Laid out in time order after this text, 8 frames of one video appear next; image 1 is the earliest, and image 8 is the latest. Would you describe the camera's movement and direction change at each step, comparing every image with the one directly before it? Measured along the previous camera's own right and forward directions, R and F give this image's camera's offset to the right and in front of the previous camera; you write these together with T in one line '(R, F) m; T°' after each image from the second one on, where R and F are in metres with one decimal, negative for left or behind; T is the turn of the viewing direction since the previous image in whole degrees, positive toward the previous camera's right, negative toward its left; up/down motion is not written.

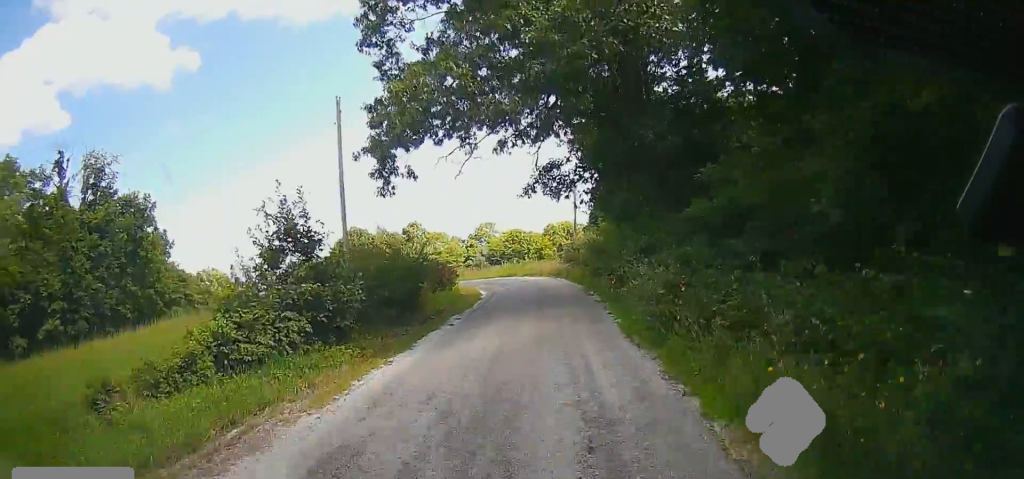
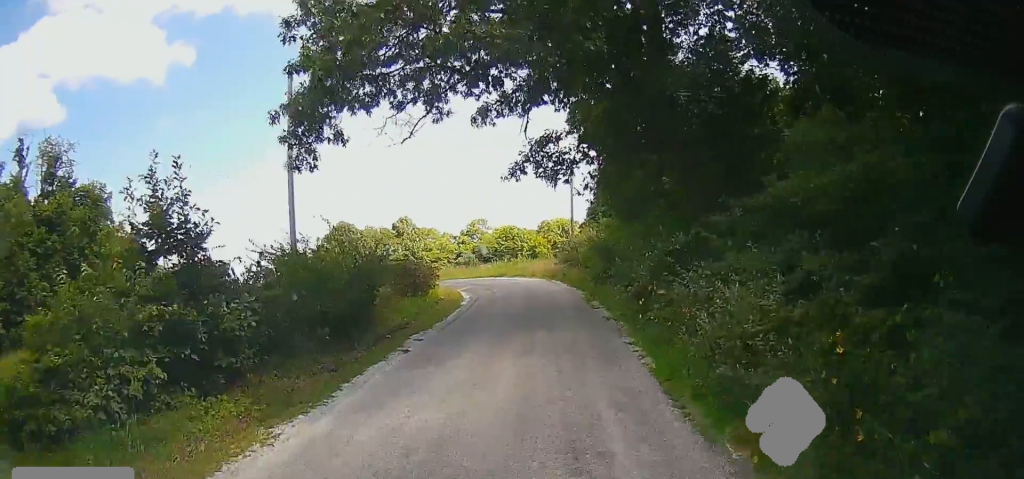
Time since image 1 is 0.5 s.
(-0.2, +5.6) m; 0°
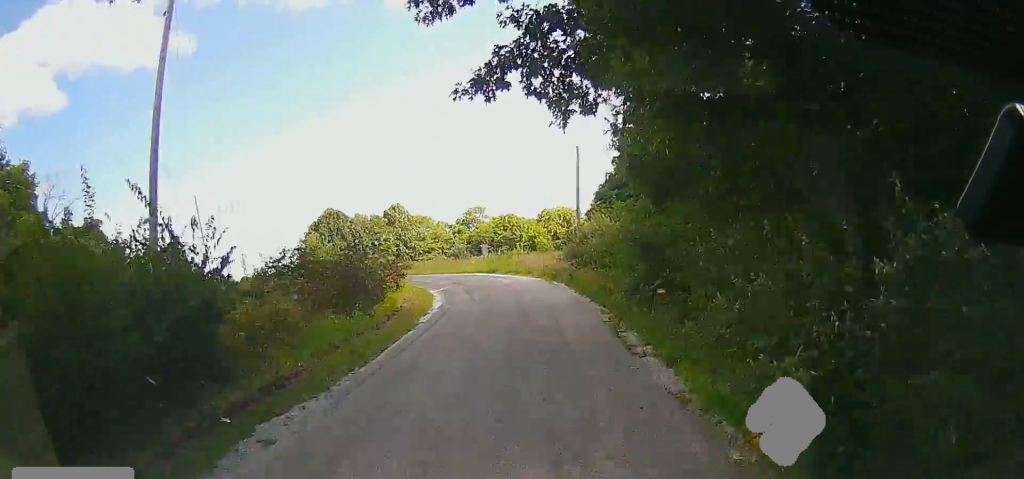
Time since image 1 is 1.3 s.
(0.0, +9.3) m; +1°
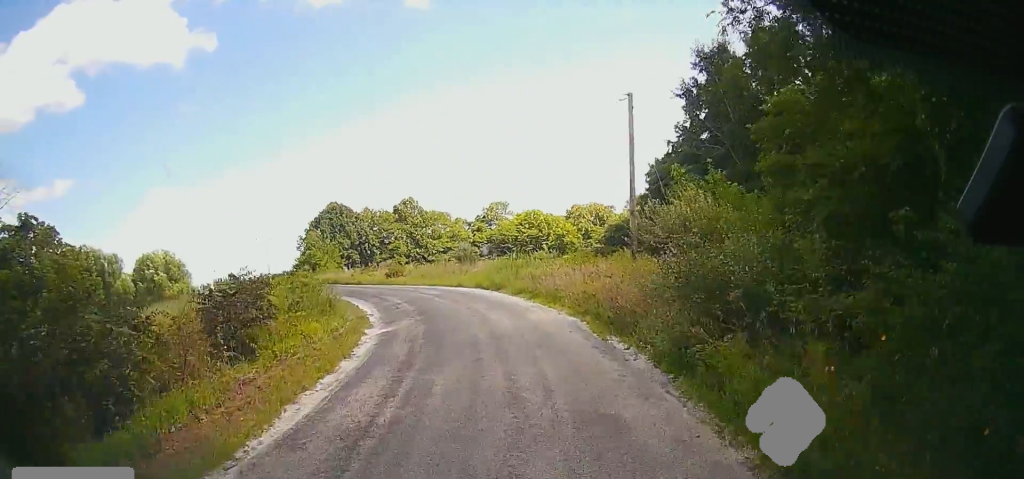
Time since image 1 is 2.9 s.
(+0.3, +16.7) m; -2°
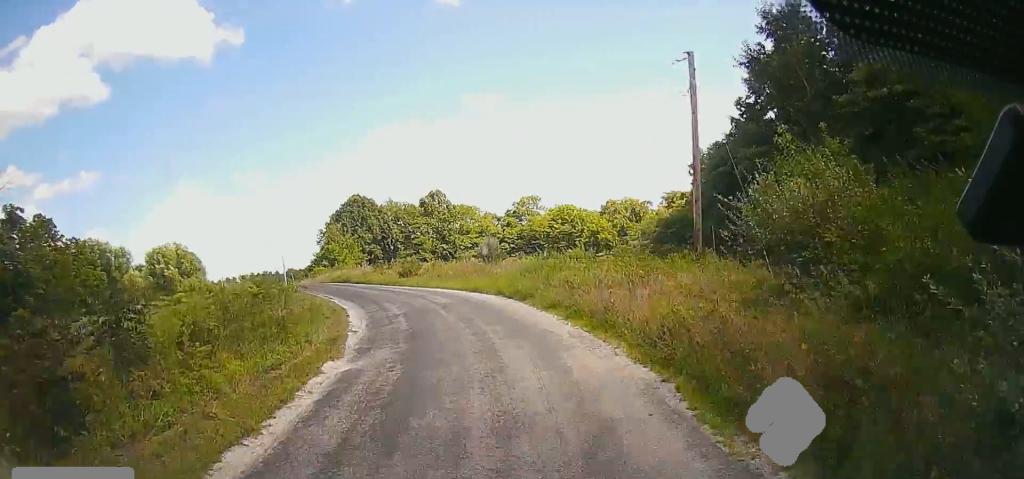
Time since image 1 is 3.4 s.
(-0.3, +5.9) m; -2°
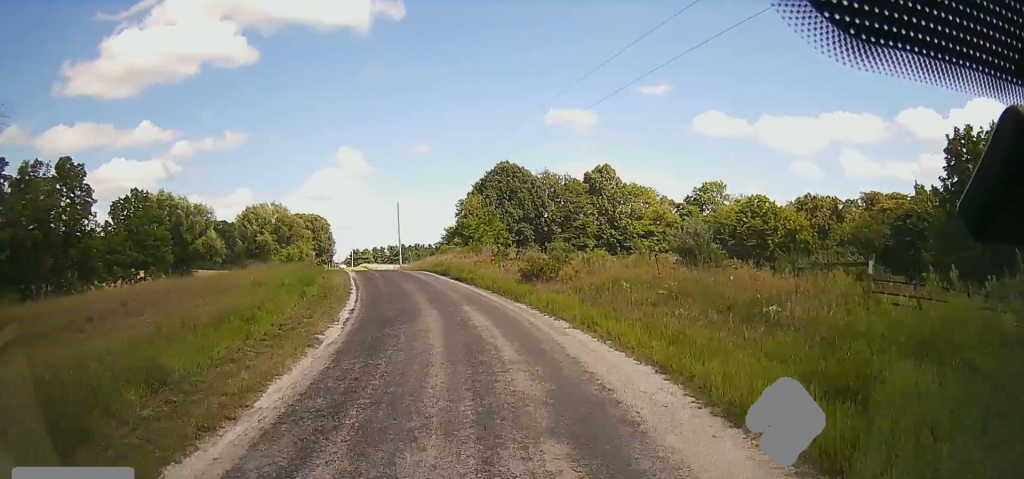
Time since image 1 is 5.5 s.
(-0.6, +21.2) m; -5°
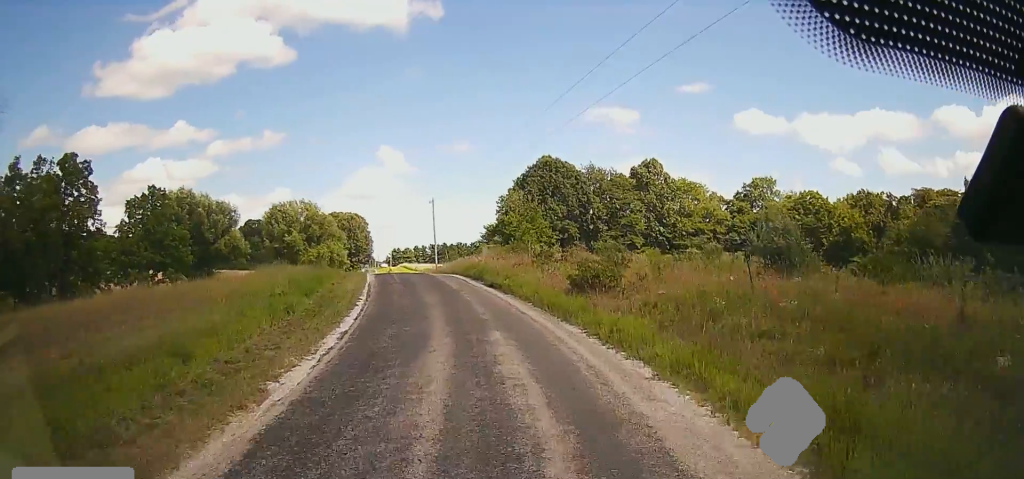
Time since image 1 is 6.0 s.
(+0.2, +4.8) m; -3°
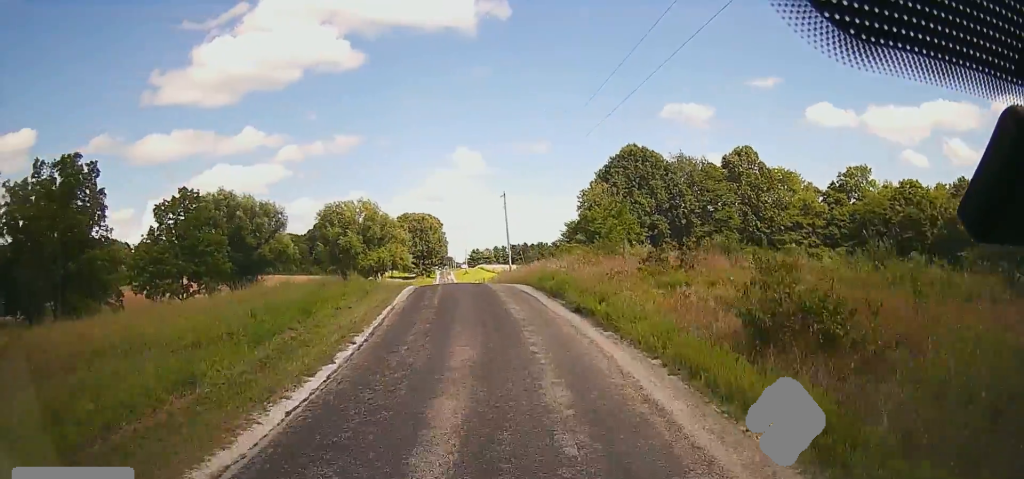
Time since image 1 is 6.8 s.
(-0.8, +8.9) m; -10°
